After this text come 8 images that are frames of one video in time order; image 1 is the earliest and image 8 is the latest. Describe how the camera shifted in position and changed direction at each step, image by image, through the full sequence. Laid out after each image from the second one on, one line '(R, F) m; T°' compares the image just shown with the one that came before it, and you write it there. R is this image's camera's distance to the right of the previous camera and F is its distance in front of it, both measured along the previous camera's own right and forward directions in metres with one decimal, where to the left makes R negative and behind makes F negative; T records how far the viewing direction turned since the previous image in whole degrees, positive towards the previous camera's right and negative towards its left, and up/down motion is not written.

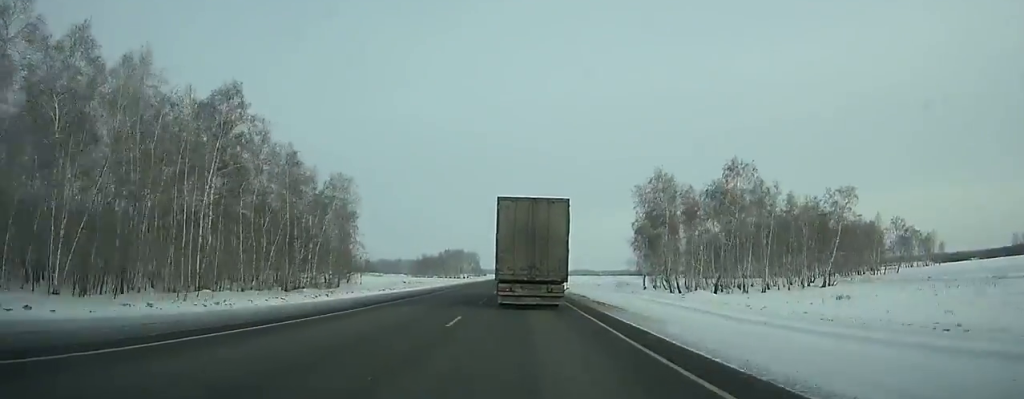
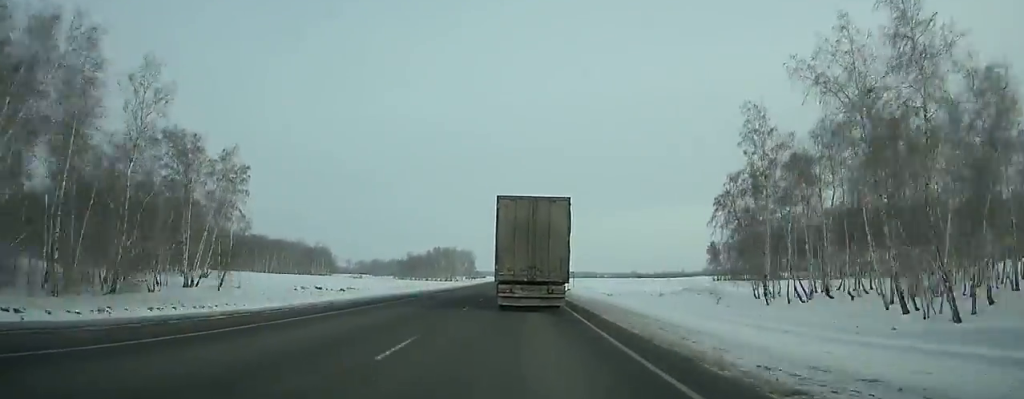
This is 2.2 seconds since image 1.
(+0.1, +54.0) m; 0°
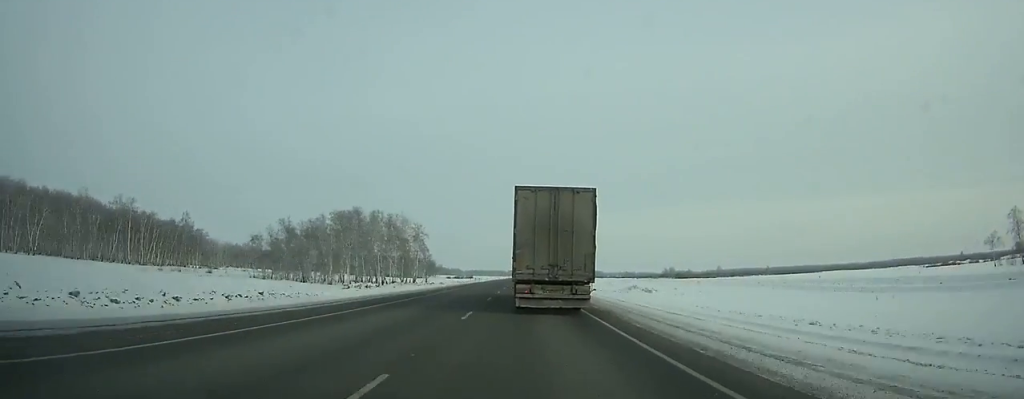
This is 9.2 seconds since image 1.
(-0.5, +172.5) m; 0°
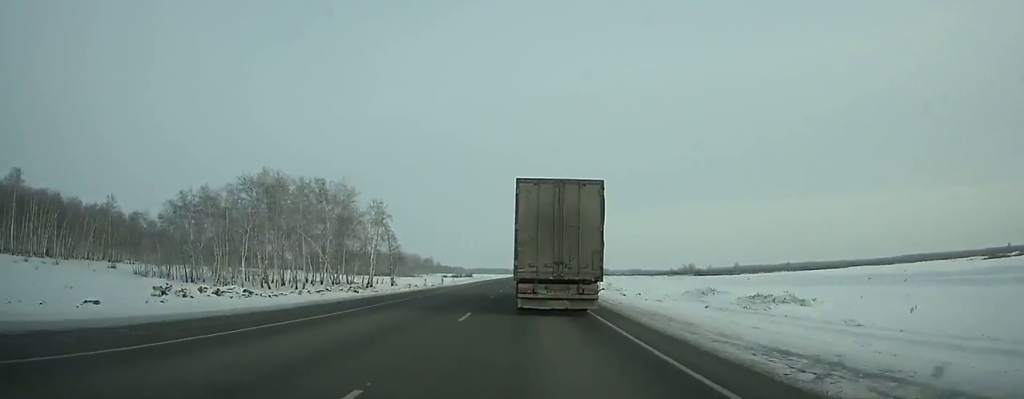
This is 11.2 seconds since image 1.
(+0.1, +49.2) m; 0°
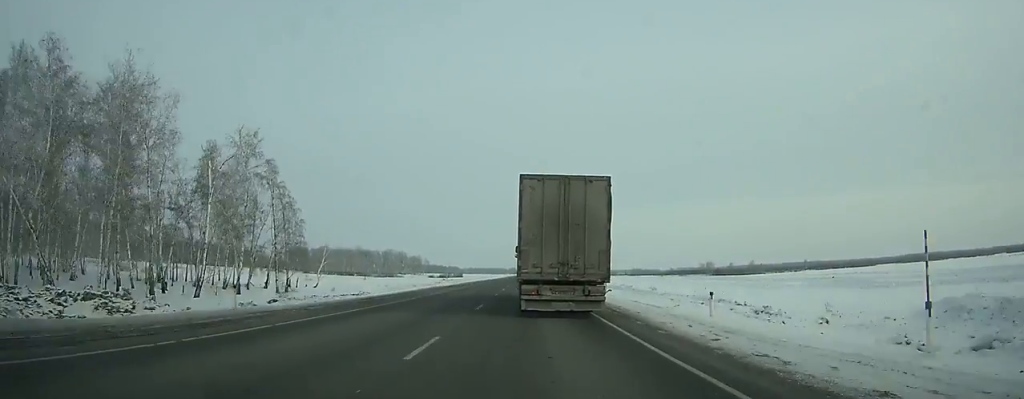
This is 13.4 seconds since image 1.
(-0.1, +54.0) m; 0°
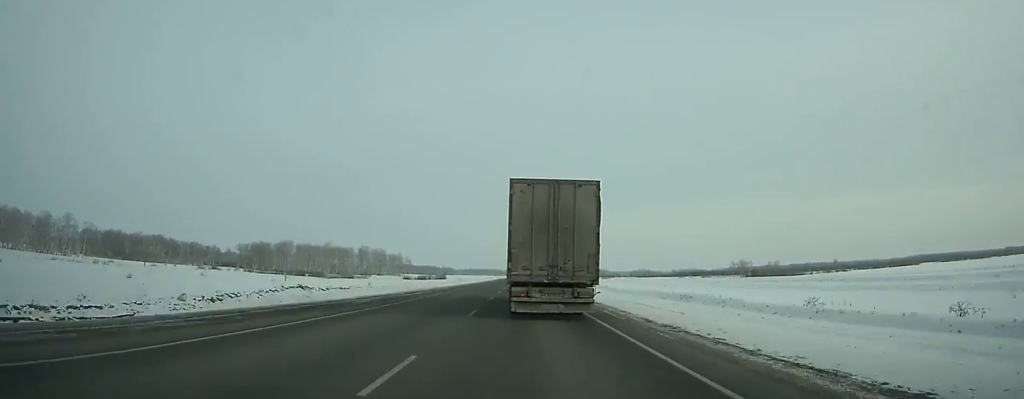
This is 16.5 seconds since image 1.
(-0.2, +75.9) m; 0°
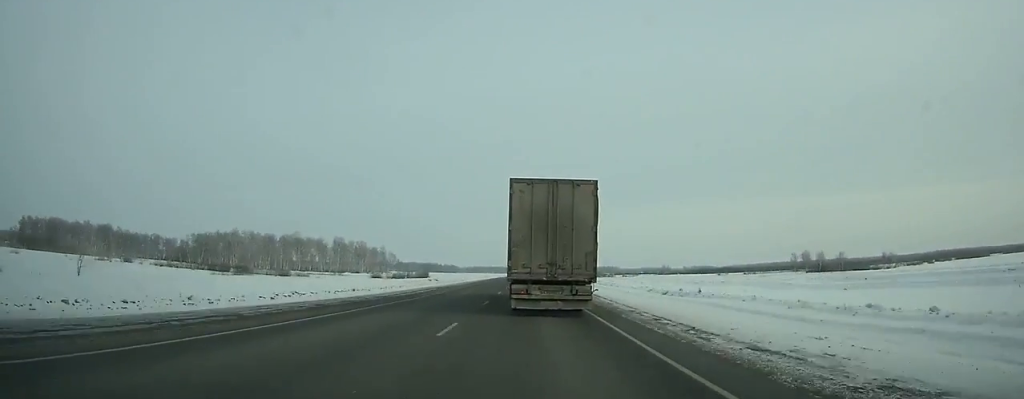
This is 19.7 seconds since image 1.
(0.0, +78.1) m; 0°
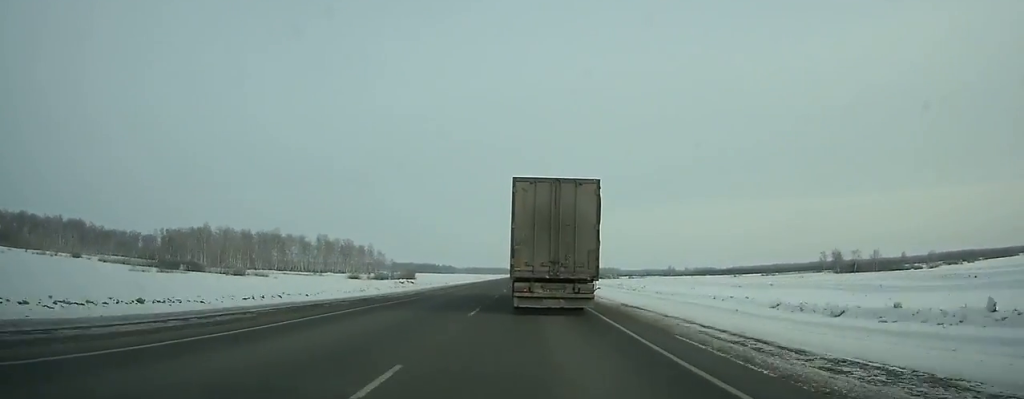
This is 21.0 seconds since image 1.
(0.0, +31.6) m; 0°
